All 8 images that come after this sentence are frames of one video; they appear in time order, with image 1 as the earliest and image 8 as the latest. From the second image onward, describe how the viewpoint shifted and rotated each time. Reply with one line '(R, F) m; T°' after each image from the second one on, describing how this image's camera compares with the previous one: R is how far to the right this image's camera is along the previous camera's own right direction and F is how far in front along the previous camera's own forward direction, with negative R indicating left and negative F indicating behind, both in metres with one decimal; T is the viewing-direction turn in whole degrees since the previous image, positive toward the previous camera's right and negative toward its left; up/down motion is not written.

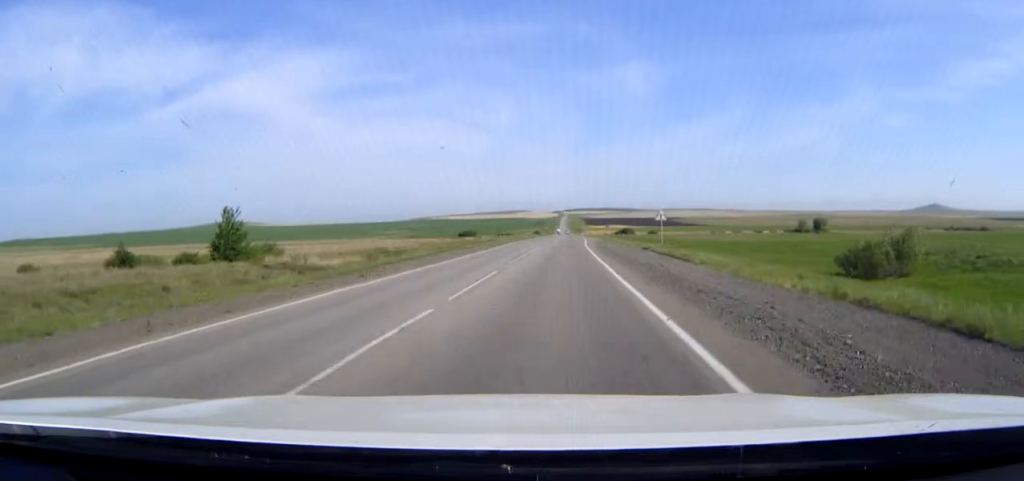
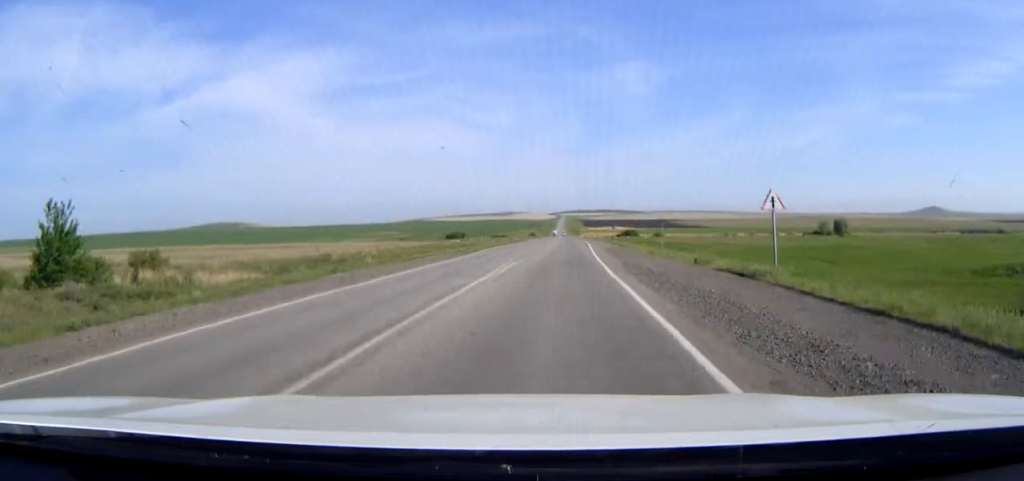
(+0.1, +29.1) m; 0°
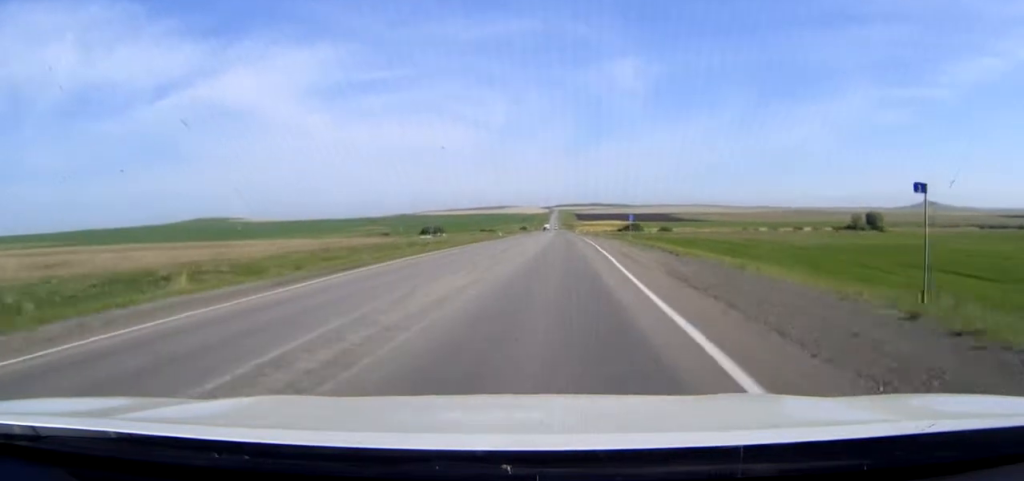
(+0.1, +41.0) m; 0°
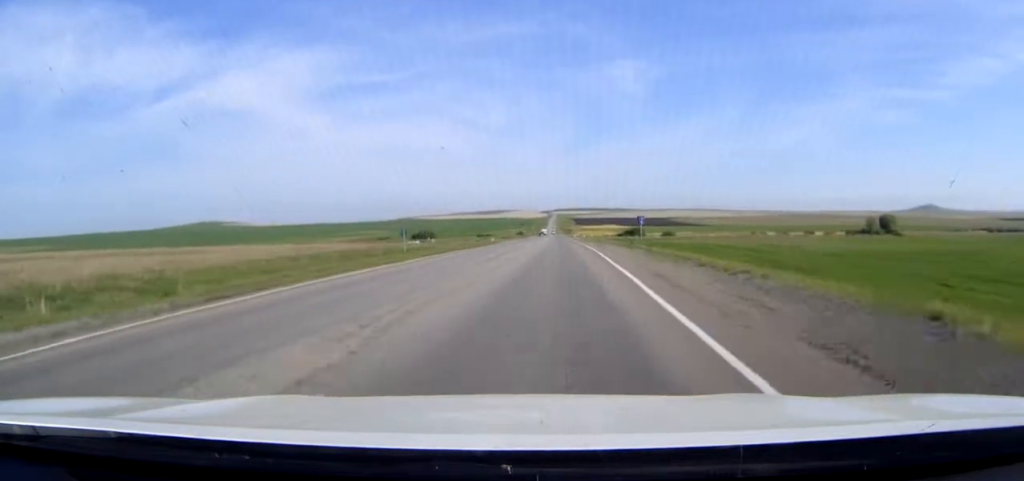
(0.0, +13.6) m; 0°
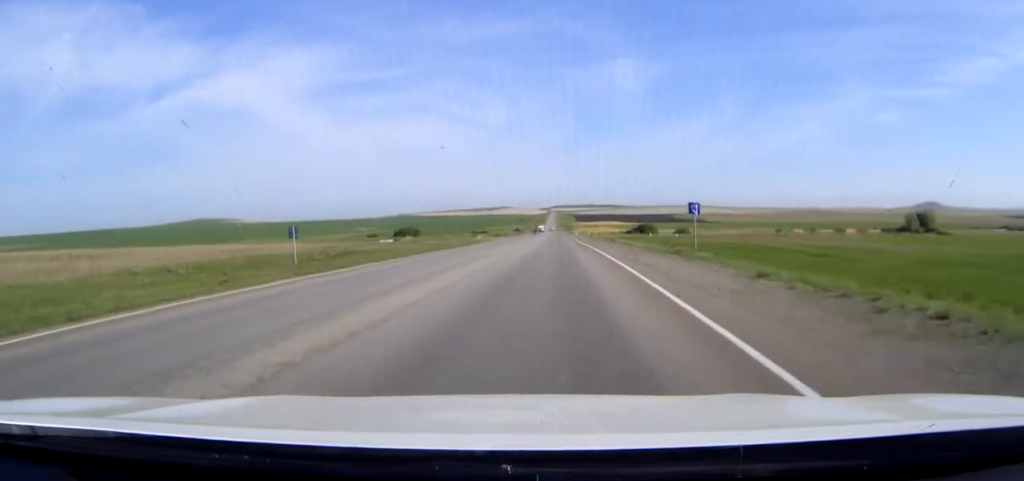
(0.0, +29.2) m; 0°
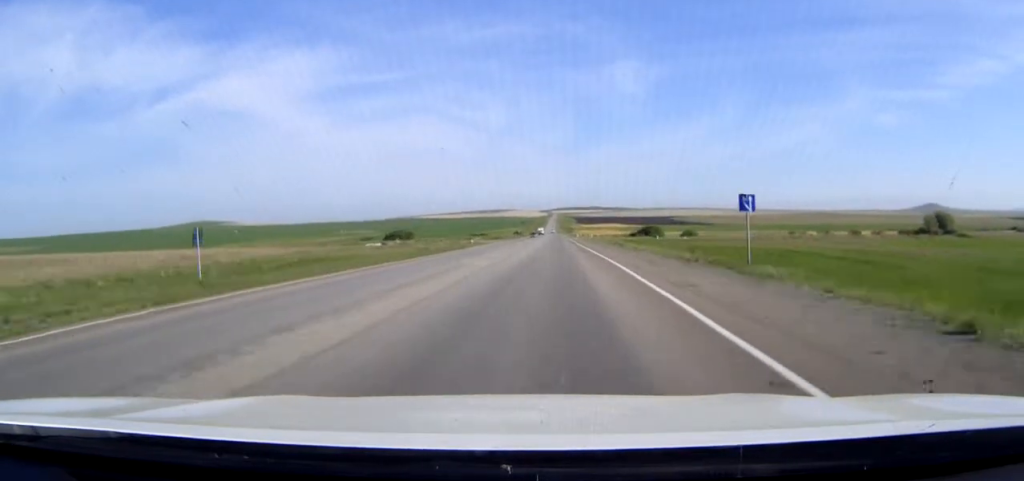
(0.0, +11.9) m; 0°
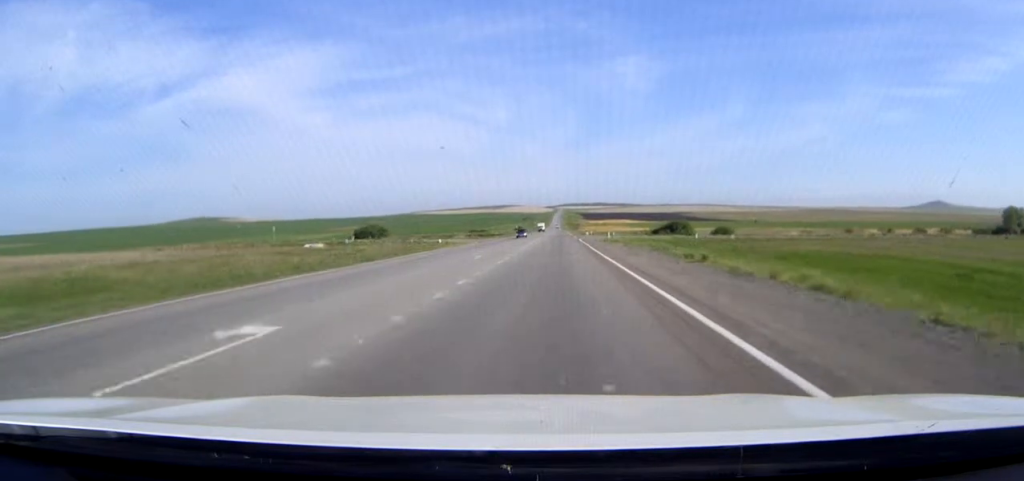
(-0.2, +39.2) m; 0°
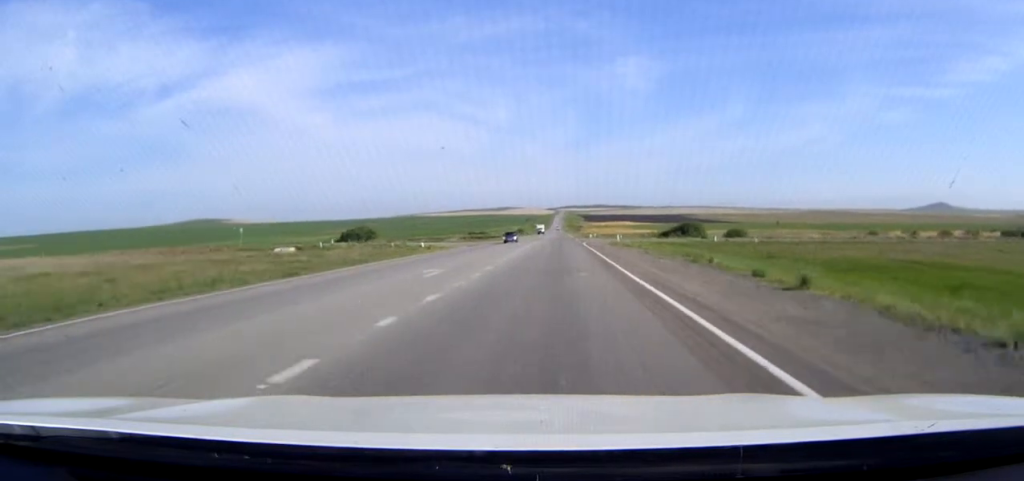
(0.0, +12.8) m; 0°
